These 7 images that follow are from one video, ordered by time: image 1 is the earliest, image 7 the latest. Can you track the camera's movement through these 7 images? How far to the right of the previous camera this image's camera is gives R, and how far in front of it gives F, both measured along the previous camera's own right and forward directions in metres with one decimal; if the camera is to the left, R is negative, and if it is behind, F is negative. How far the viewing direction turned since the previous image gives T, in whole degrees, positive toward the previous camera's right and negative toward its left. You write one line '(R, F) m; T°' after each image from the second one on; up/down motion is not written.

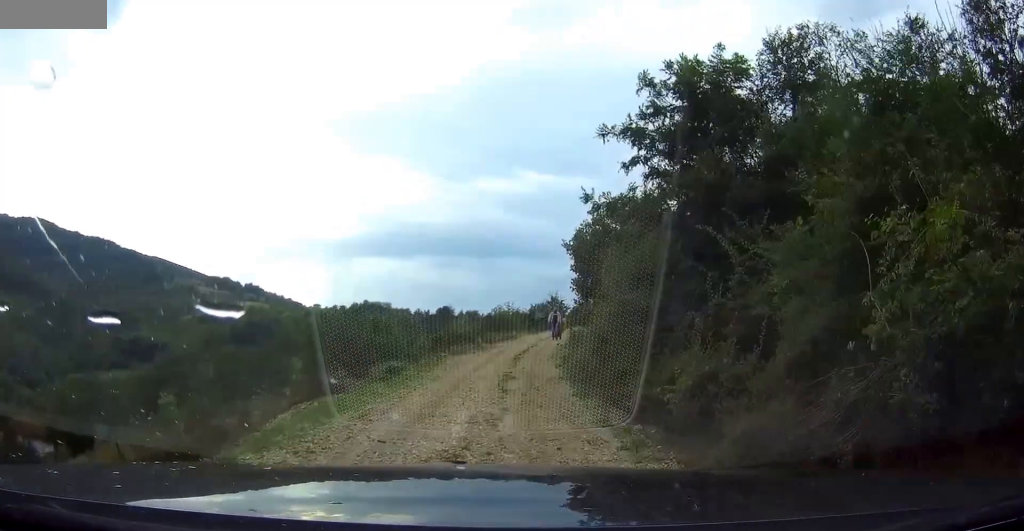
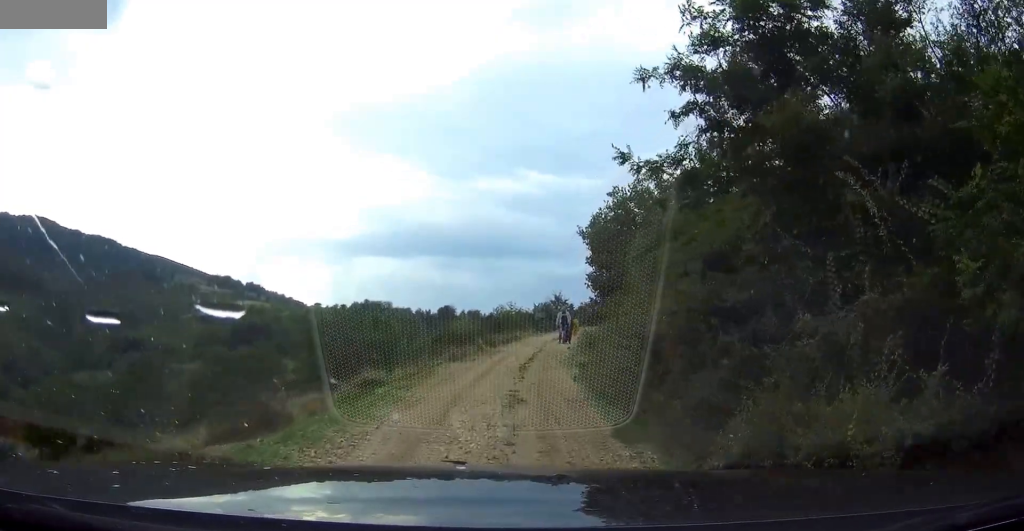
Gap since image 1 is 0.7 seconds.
(0.0, +3.8) m; 0°
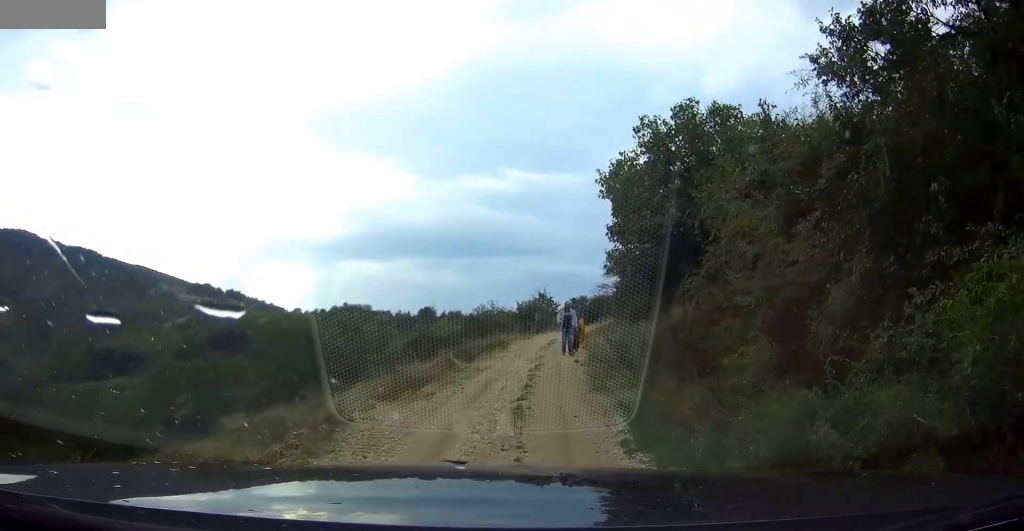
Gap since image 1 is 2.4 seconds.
(+0.1, +8.6) m; +3°
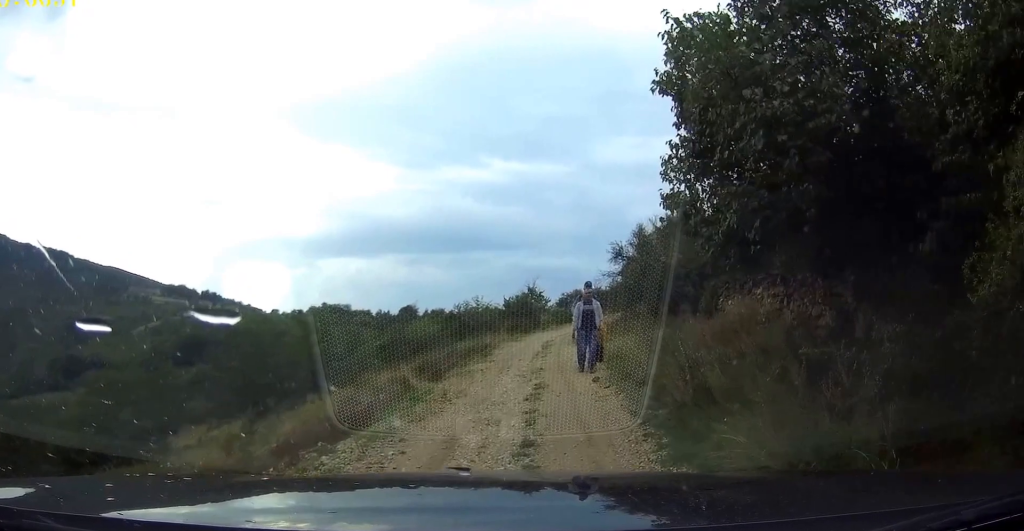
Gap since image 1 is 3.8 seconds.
(+0.2, +6.9) m; +2°
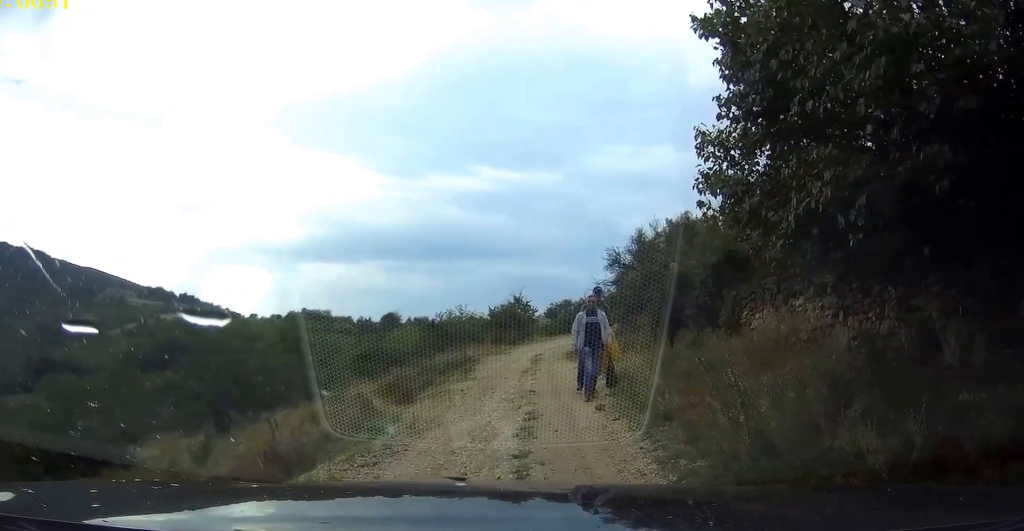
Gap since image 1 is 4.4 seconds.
(0.0, +2.4) m; 0°
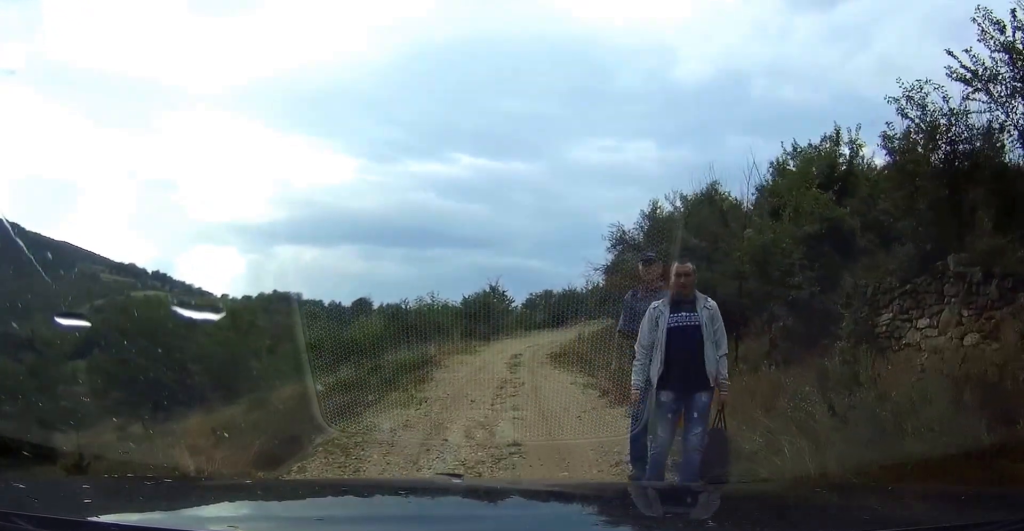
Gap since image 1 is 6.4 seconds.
(0.0, +8.8) m; 0°
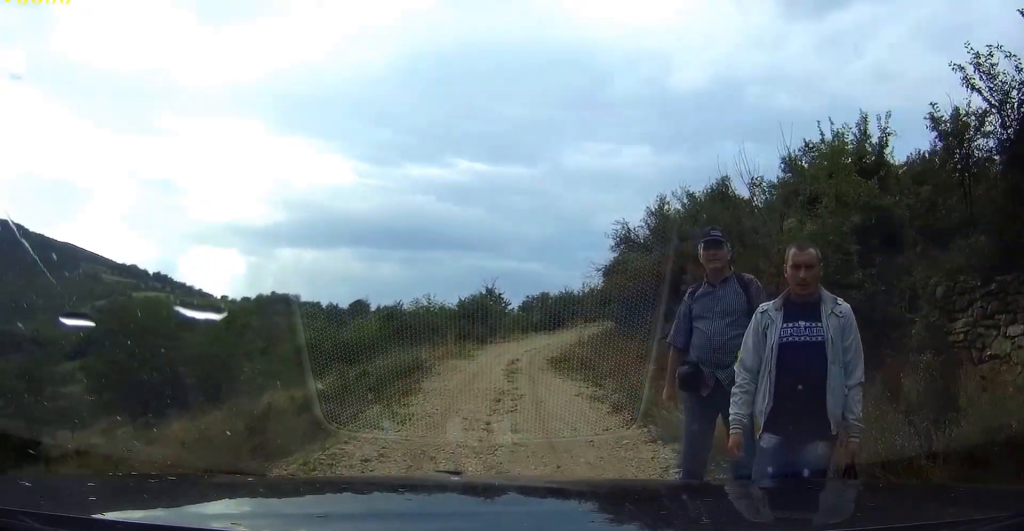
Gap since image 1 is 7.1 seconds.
(0.0, +2.7) m; 0°
